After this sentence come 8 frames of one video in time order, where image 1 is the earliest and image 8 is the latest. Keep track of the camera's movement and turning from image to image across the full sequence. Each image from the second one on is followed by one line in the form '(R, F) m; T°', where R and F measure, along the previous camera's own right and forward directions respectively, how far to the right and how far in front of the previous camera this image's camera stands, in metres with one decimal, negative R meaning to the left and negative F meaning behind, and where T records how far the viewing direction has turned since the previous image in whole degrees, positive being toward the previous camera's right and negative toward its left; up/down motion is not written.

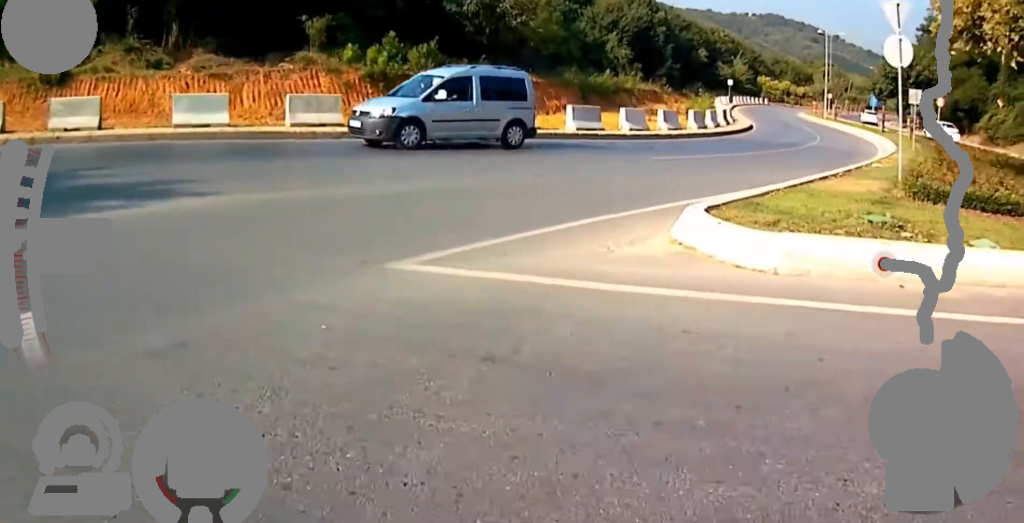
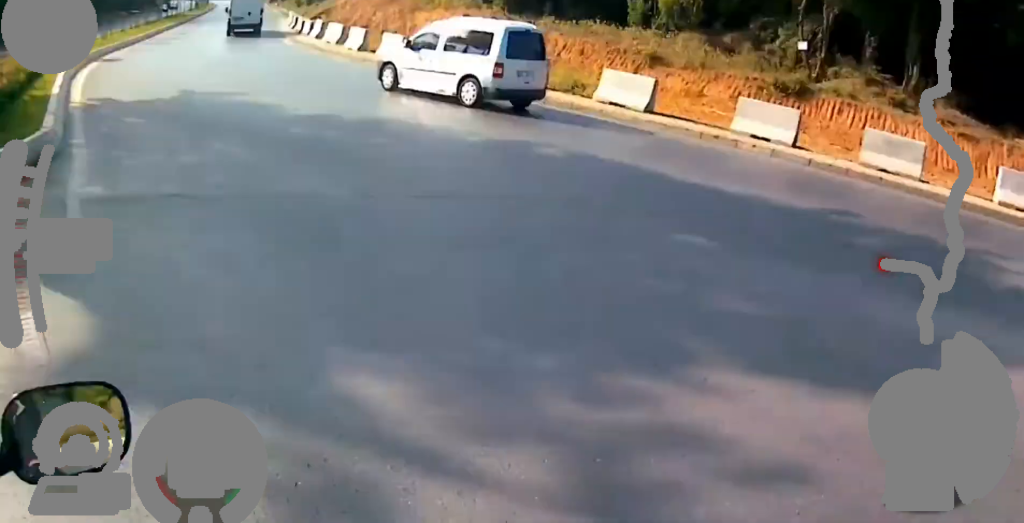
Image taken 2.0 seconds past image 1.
(-3.5, +30.3) m; -7°
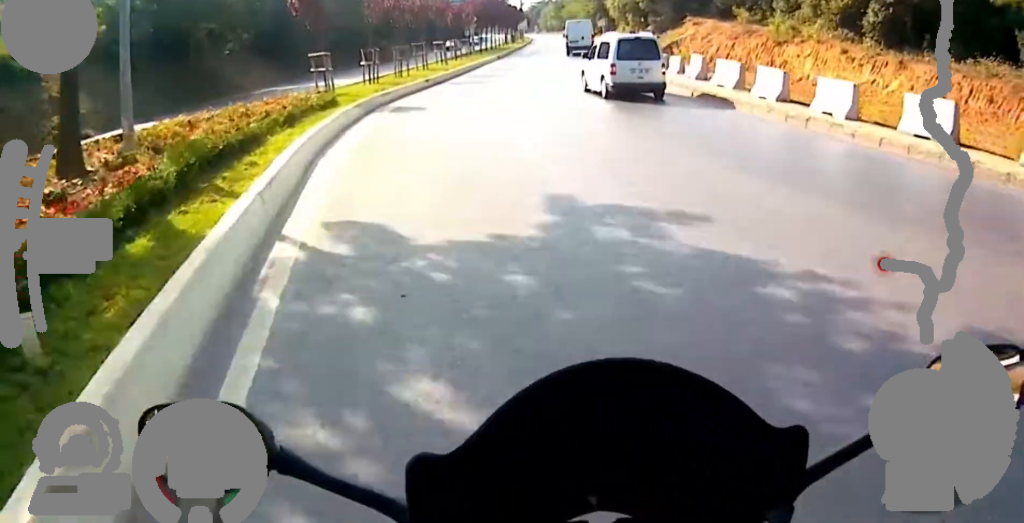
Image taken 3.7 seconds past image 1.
(0.0, +35.2) m; 0°
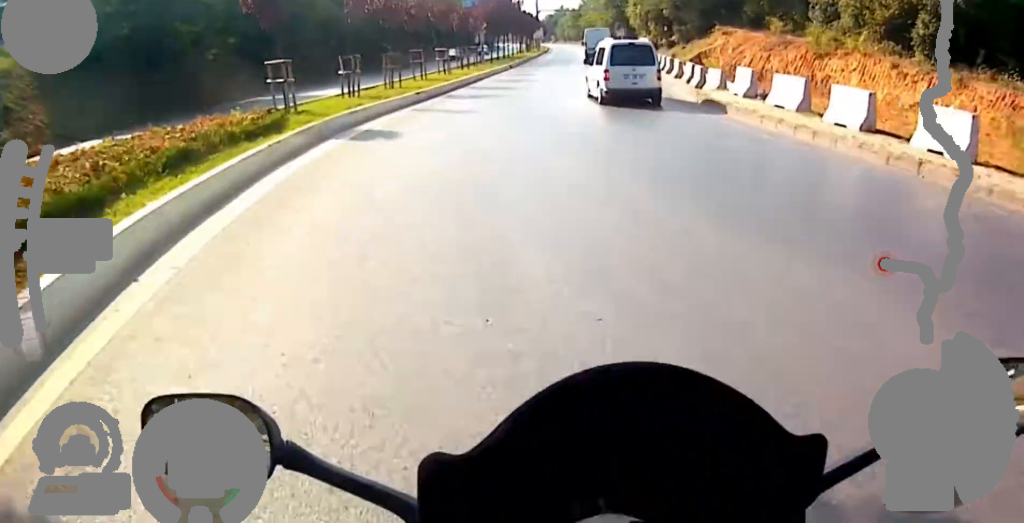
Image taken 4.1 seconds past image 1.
(0.0, +11.0) m; 0°
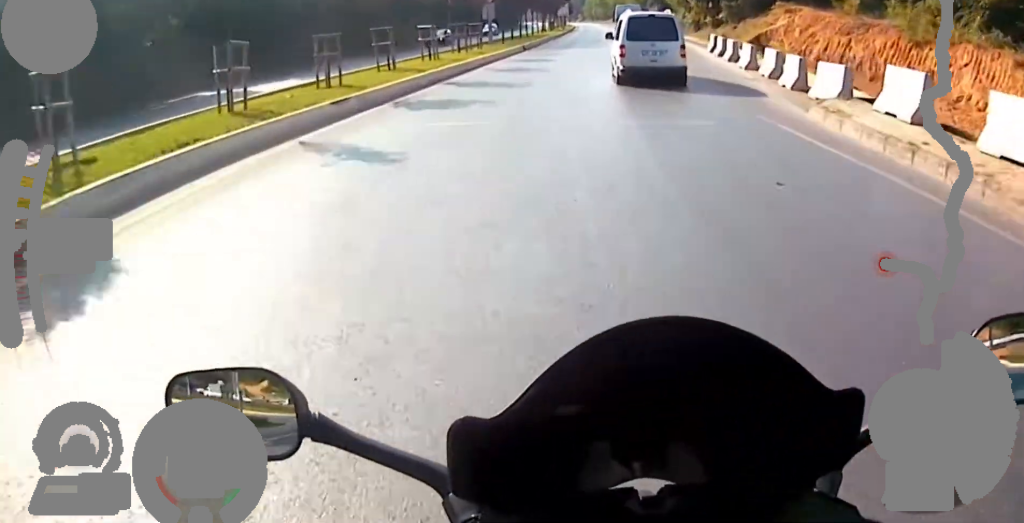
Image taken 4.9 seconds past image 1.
(0.0, +20.6) m; 0°
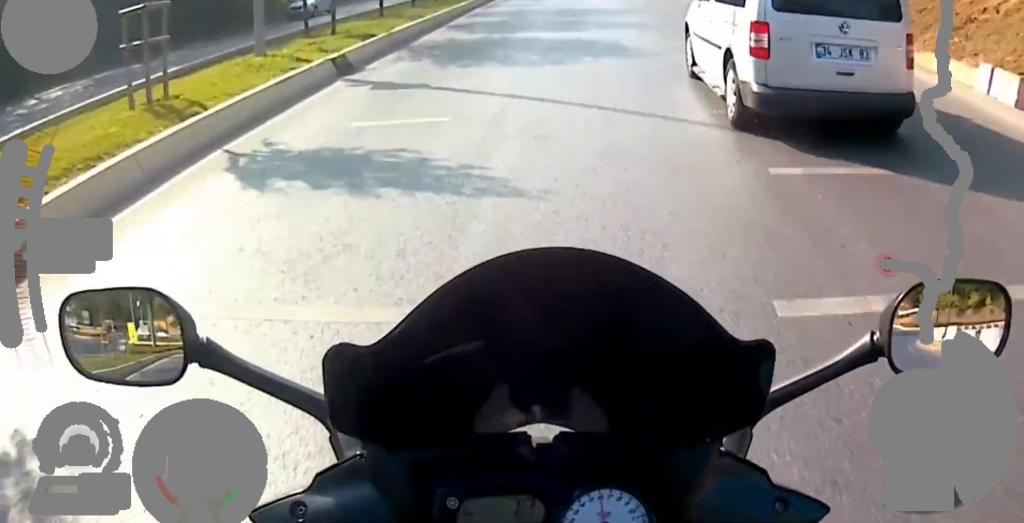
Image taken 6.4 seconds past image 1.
(0.0, +46.2) m; 0°
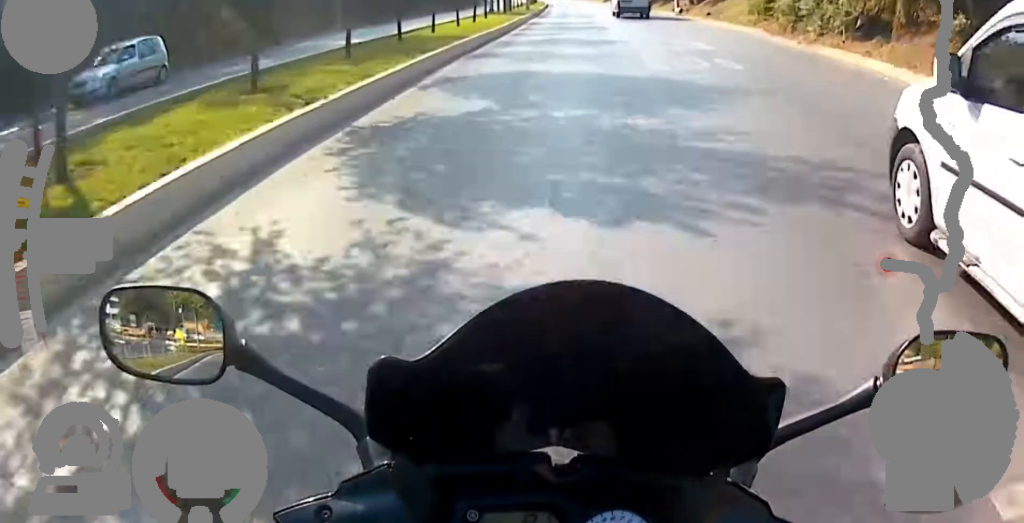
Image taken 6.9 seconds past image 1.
(0.0, +17.7) m; 0°
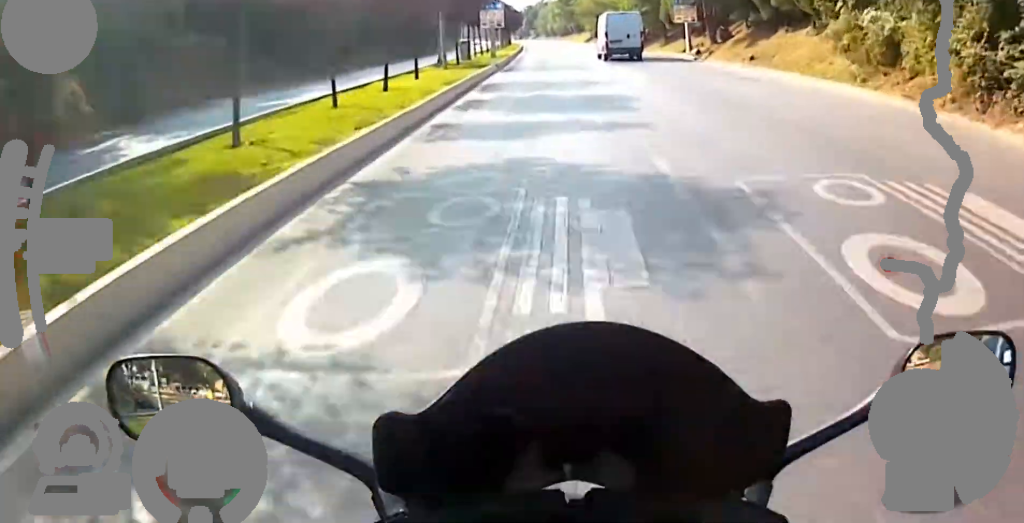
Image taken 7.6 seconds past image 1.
(0.0, +22.7) m; 0°
